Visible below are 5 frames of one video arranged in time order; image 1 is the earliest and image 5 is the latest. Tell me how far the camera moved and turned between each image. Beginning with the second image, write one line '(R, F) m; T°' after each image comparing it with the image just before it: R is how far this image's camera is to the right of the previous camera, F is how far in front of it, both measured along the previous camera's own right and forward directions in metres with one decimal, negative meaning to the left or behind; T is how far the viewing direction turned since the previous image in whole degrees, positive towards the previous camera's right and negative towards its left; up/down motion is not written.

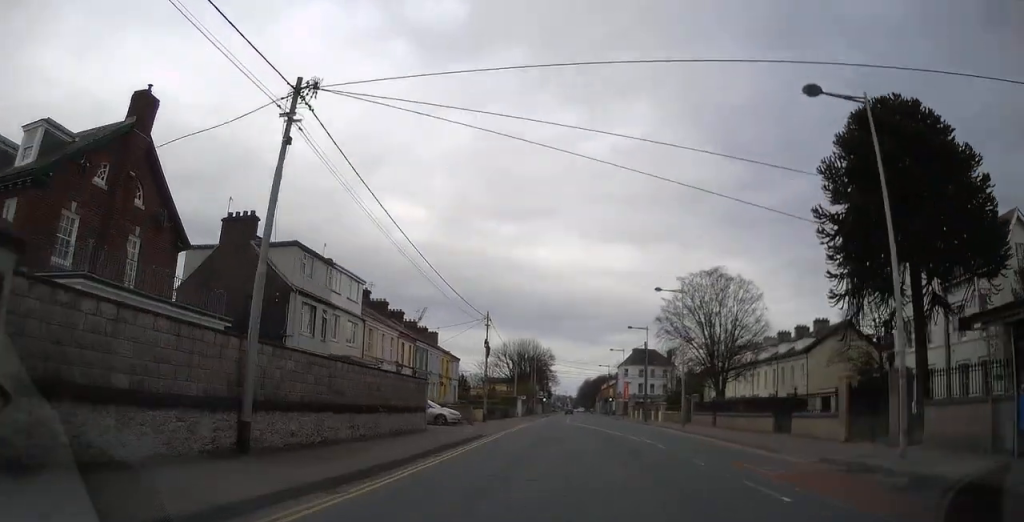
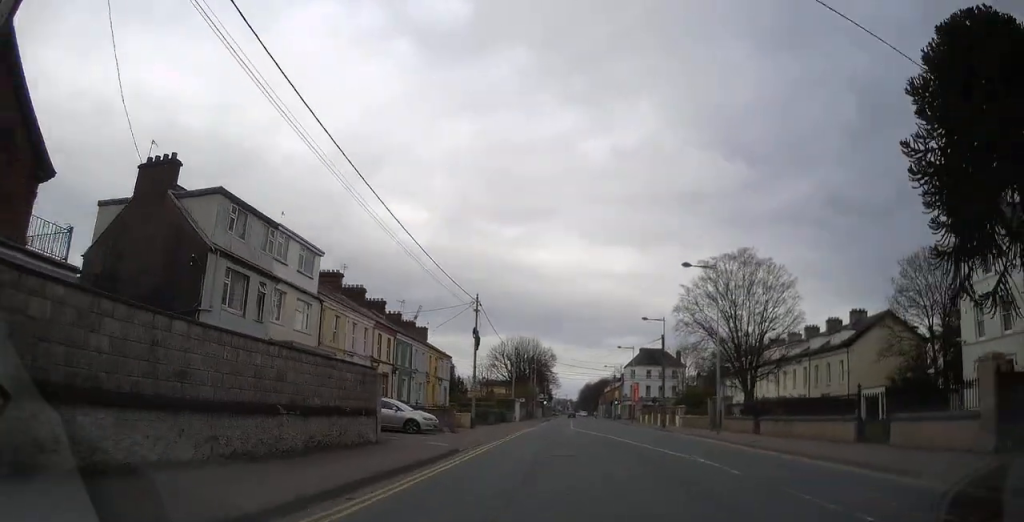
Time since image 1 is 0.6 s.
(-0.2, +7.8) m; -1°
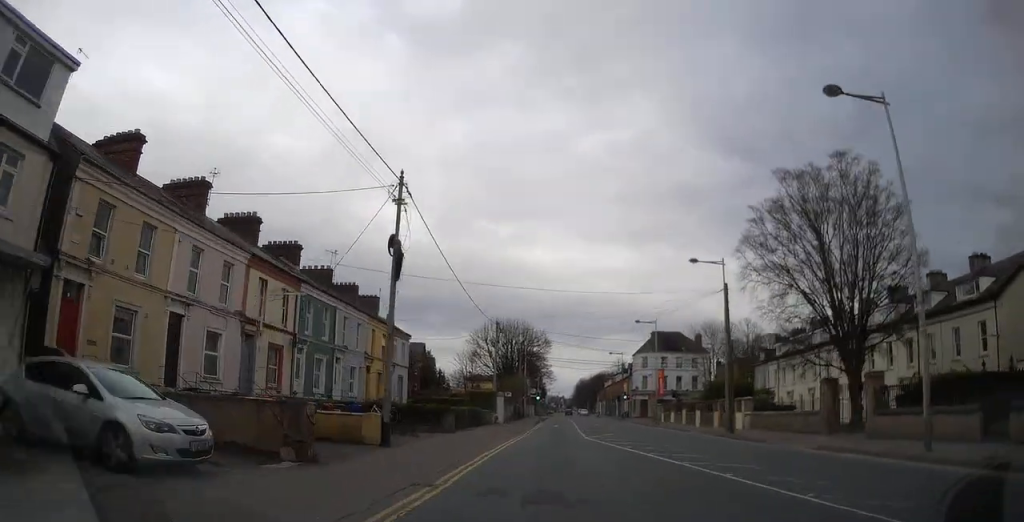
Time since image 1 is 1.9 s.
(-0.3, +18.8) m; 0°
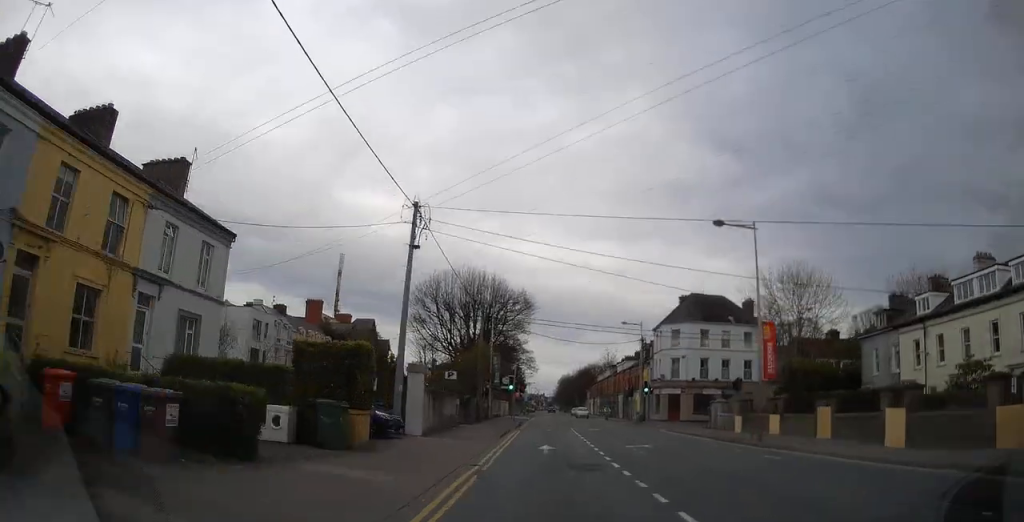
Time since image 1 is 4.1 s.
(+0.2, +29.3) m; +2°
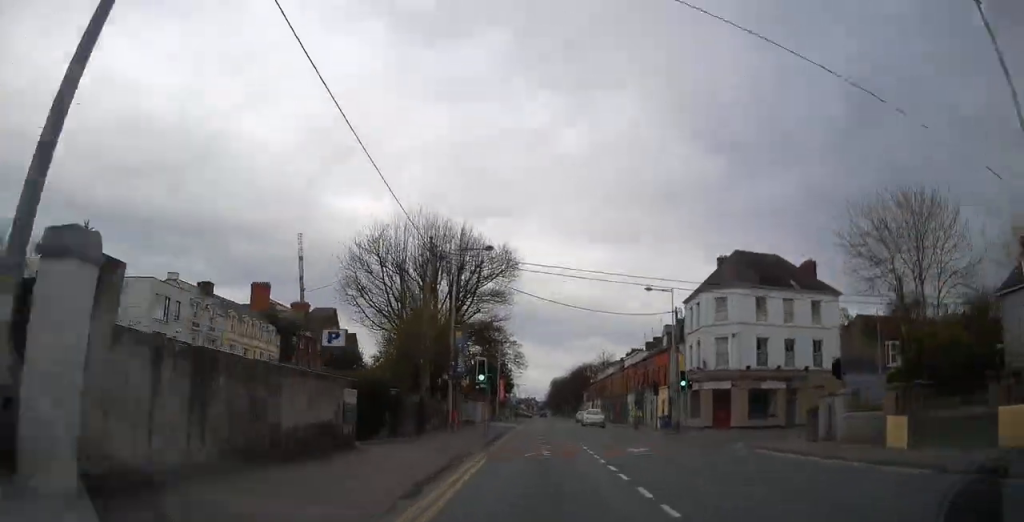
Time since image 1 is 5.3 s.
(+0.5, +17.1) m; 0°
